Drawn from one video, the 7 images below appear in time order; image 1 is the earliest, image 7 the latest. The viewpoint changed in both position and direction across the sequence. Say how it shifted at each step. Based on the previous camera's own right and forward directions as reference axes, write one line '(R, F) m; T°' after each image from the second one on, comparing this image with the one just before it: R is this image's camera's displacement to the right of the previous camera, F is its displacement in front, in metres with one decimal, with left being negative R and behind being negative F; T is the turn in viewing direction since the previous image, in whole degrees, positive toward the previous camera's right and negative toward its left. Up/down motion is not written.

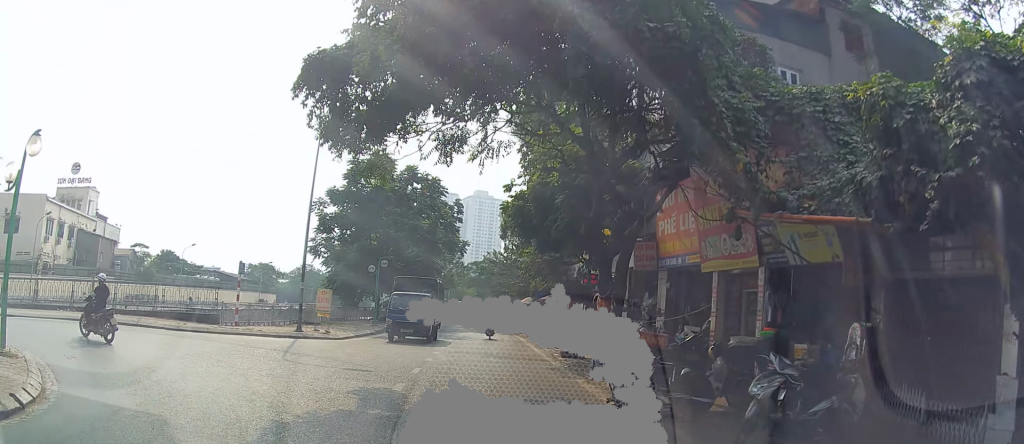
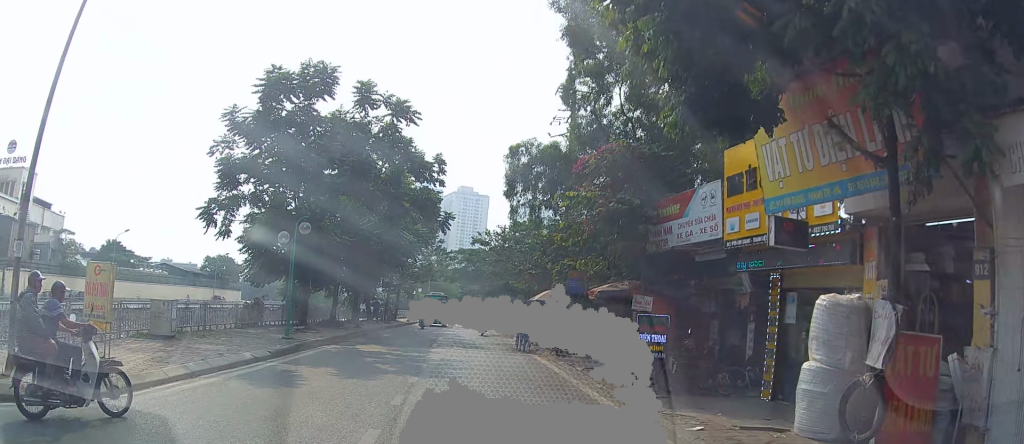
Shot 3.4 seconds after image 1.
(-2.5, +15.4) m; -14°
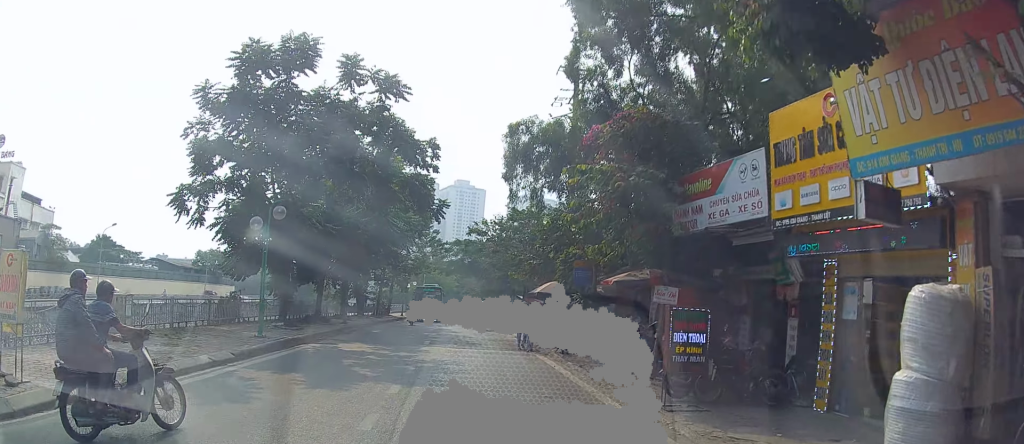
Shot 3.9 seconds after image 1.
(-0.1, +2.3) m; -2°
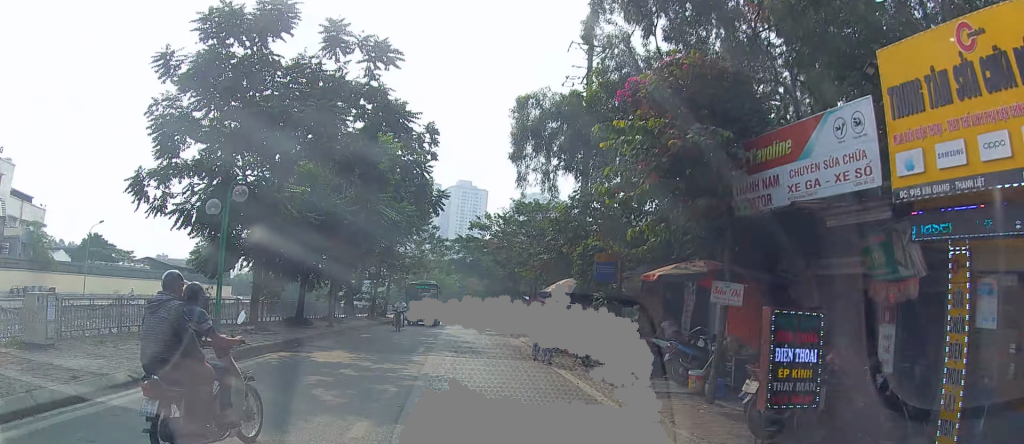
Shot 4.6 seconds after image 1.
(-0.1, +3.1) m; 0°
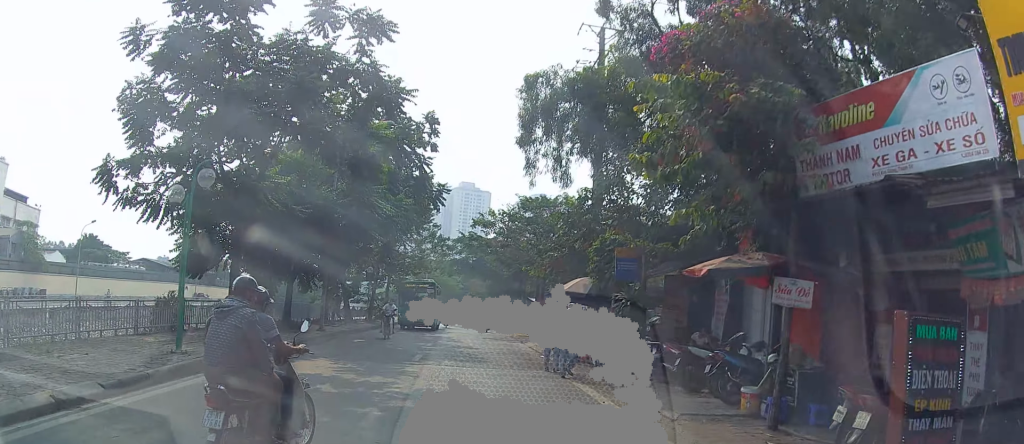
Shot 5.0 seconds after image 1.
(-0.1, +2.2) m; +1°
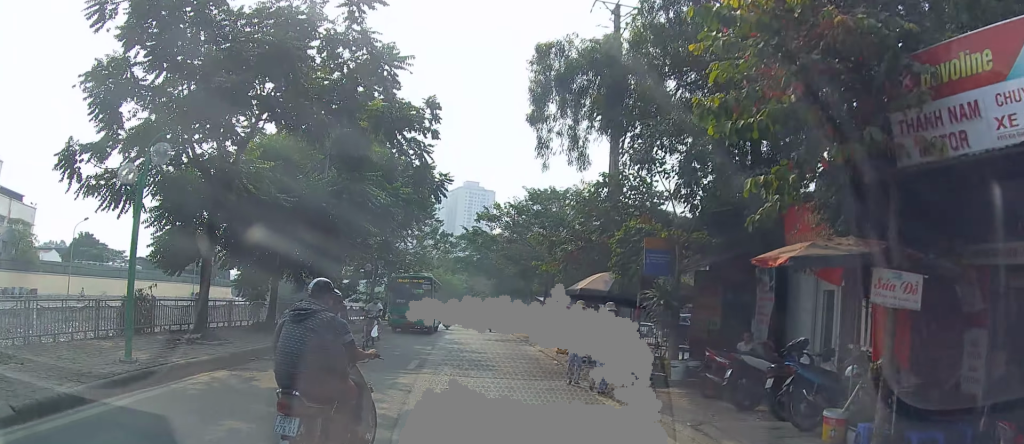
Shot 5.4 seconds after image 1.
(+0.1, +2.1) m; 0°
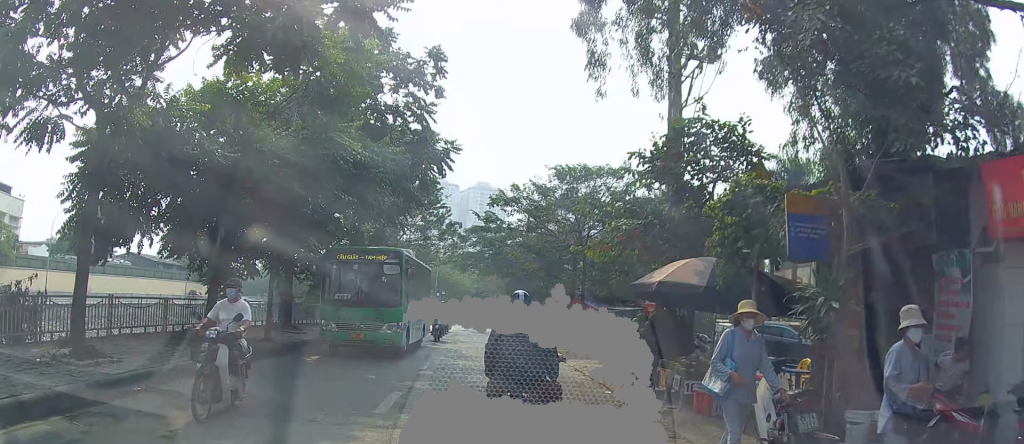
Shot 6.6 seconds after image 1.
(0.0, +5.5) m; +2°
